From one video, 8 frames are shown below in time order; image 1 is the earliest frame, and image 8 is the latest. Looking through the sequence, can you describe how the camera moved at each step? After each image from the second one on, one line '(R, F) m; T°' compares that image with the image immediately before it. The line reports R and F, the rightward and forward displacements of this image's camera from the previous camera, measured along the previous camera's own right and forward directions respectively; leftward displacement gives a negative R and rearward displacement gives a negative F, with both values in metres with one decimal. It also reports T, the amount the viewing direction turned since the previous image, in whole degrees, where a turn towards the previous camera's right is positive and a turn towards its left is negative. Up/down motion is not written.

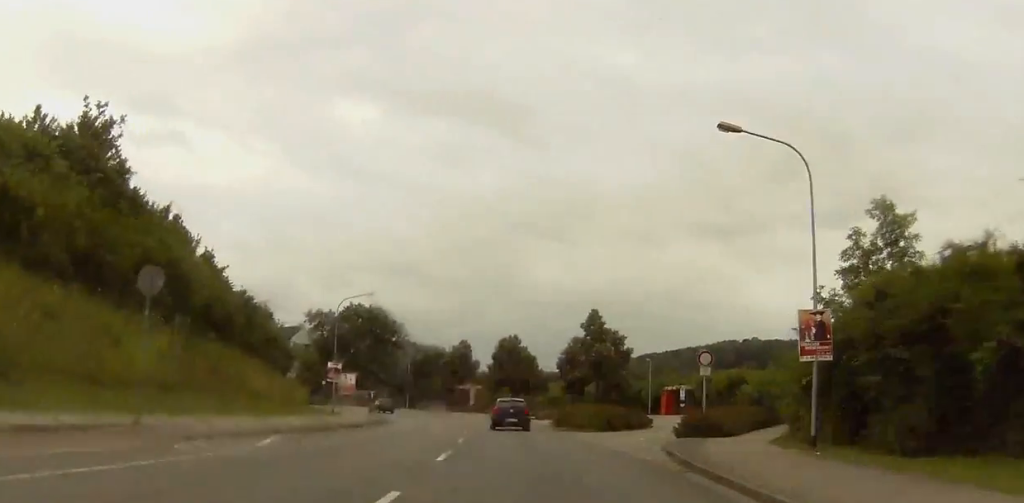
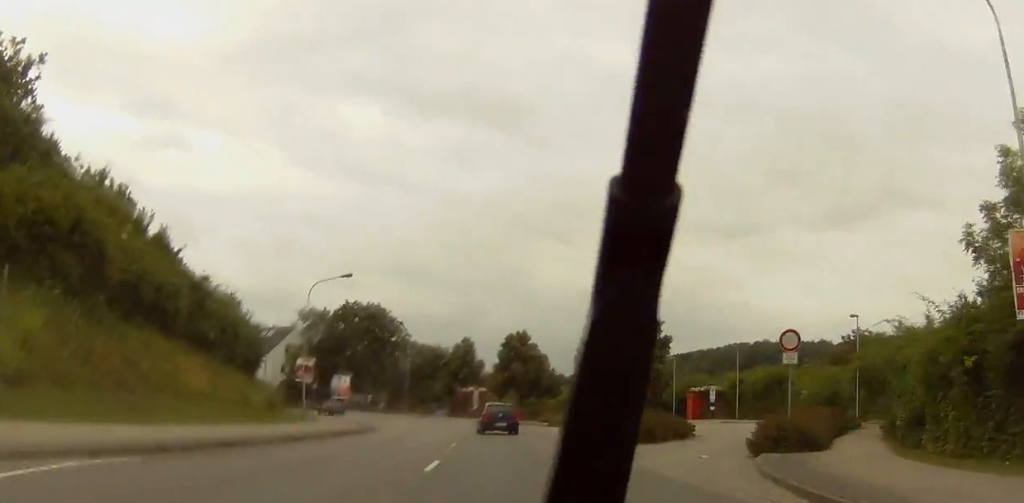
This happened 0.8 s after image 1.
(+0.2, +10.3) m; +1°
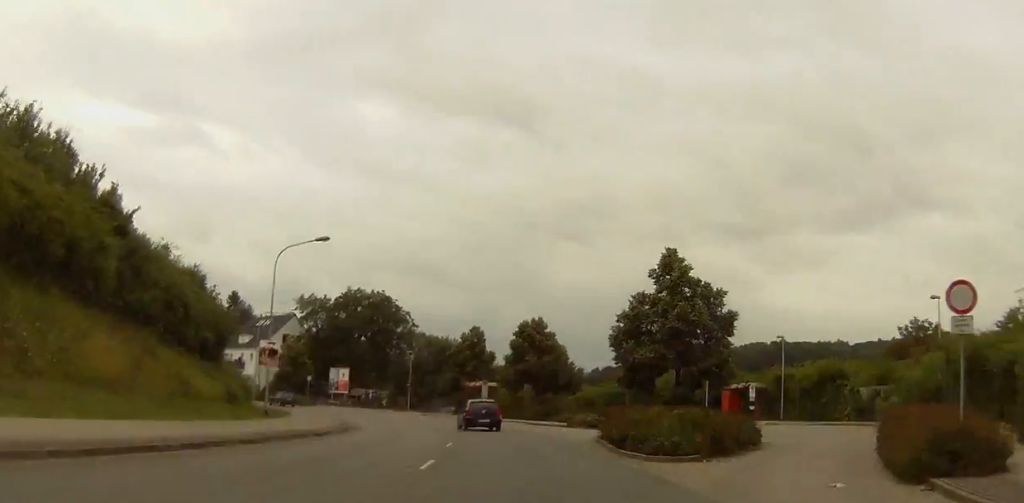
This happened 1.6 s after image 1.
(0.0, +9.1) m; -1°
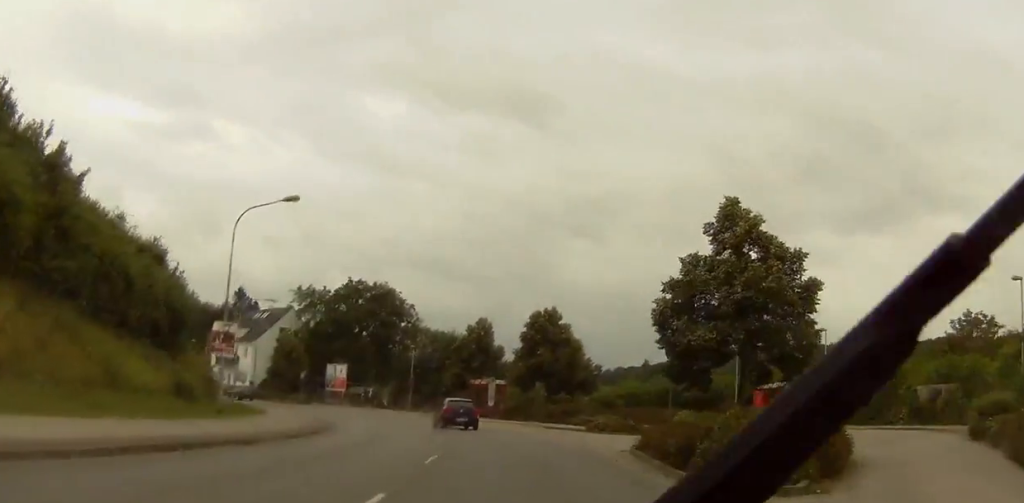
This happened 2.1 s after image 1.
(-0.1, +7.0) m; -1°
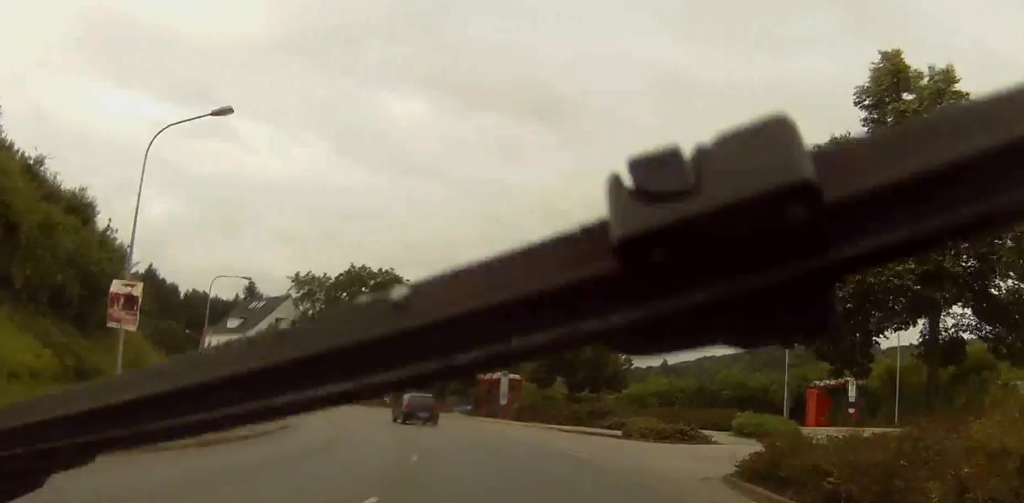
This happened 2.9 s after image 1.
(-0.1, +9.2) m; -2°
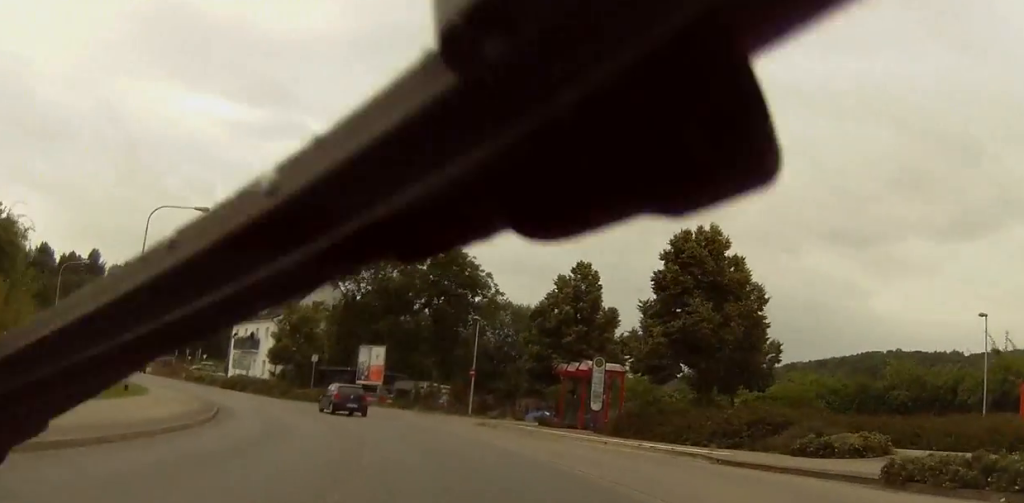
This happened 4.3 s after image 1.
(-0.9, +18.5) m; -7°
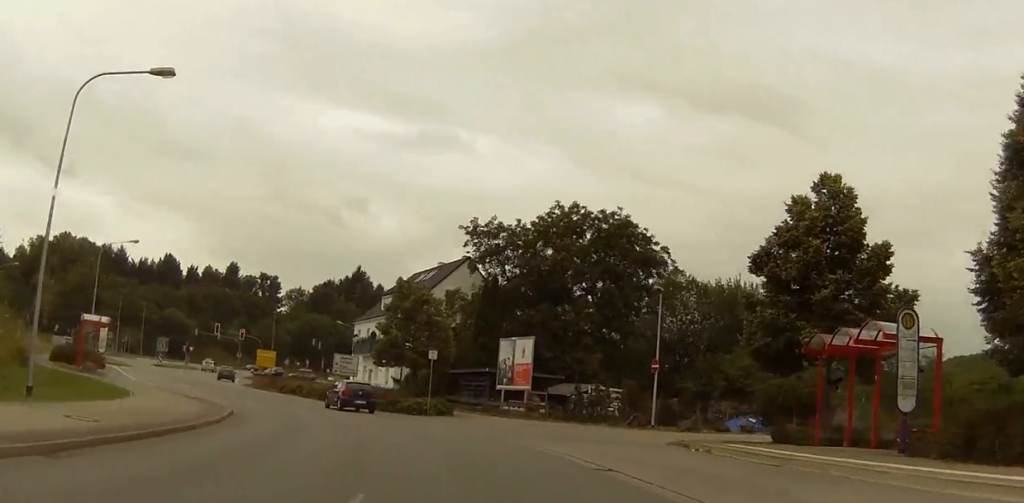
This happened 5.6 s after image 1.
(-1.5, +15.9) m; -14°
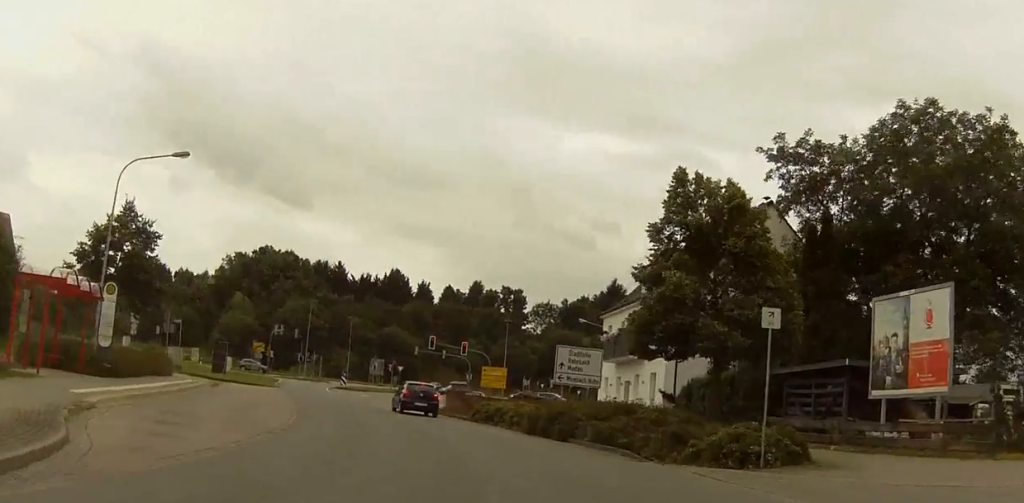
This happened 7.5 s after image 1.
(-3.8, +23.7) m; -13°
